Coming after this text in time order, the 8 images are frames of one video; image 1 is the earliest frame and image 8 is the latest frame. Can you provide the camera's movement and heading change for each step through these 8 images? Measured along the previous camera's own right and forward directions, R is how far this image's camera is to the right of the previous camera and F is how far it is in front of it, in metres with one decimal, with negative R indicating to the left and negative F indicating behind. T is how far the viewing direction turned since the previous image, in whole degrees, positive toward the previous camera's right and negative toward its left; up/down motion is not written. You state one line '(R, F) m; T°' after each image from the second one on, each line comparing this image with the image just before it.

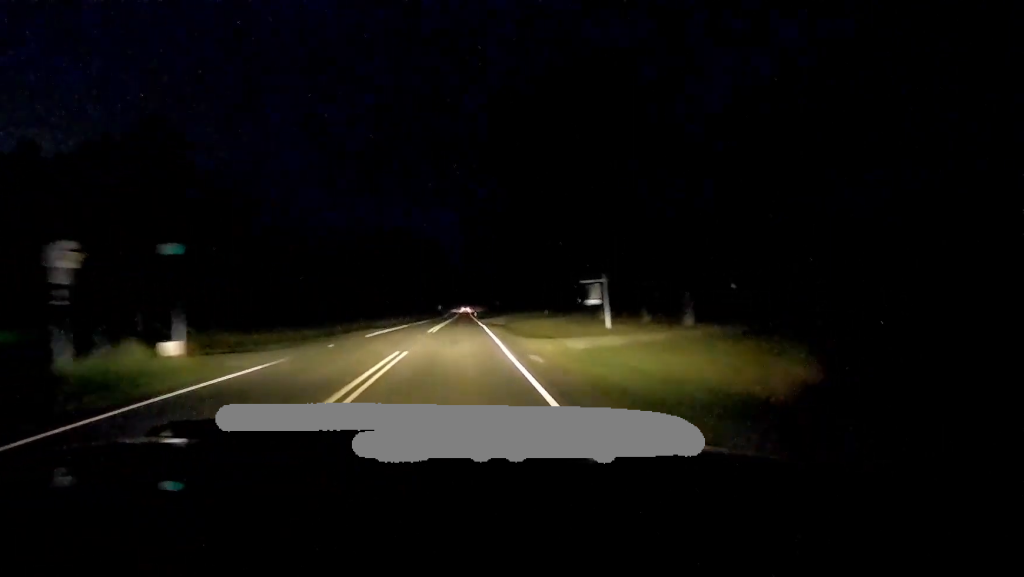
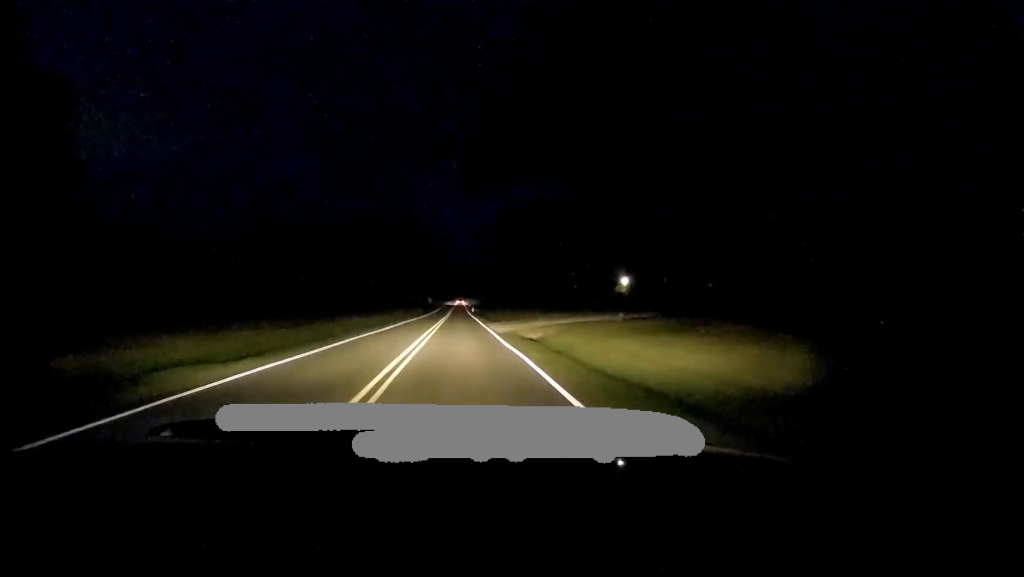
(+0.8, +25.0) m; +1°
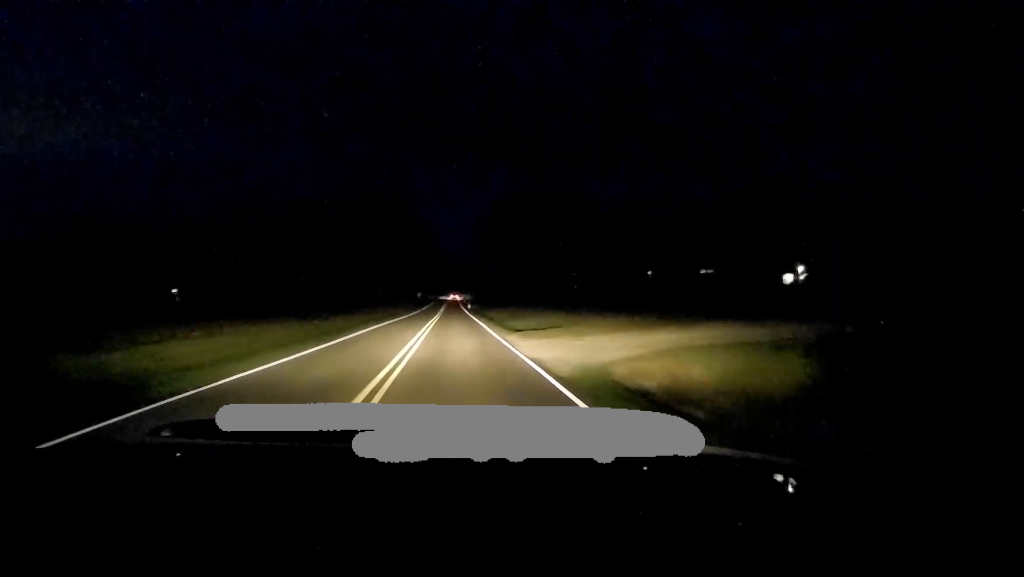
(-0.4, +17.8) m; 0°
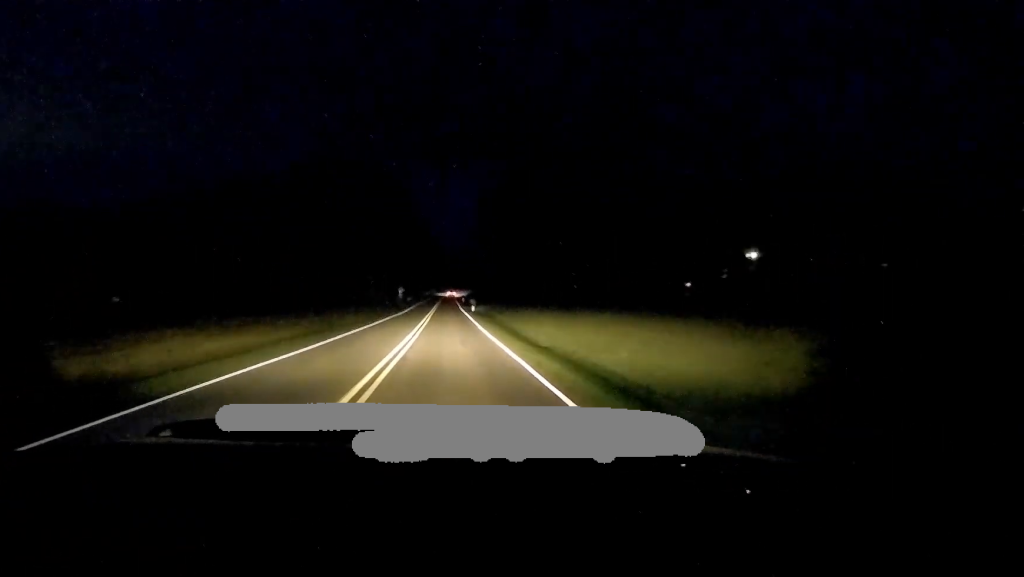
(+0.6, +34.9) m; +2°
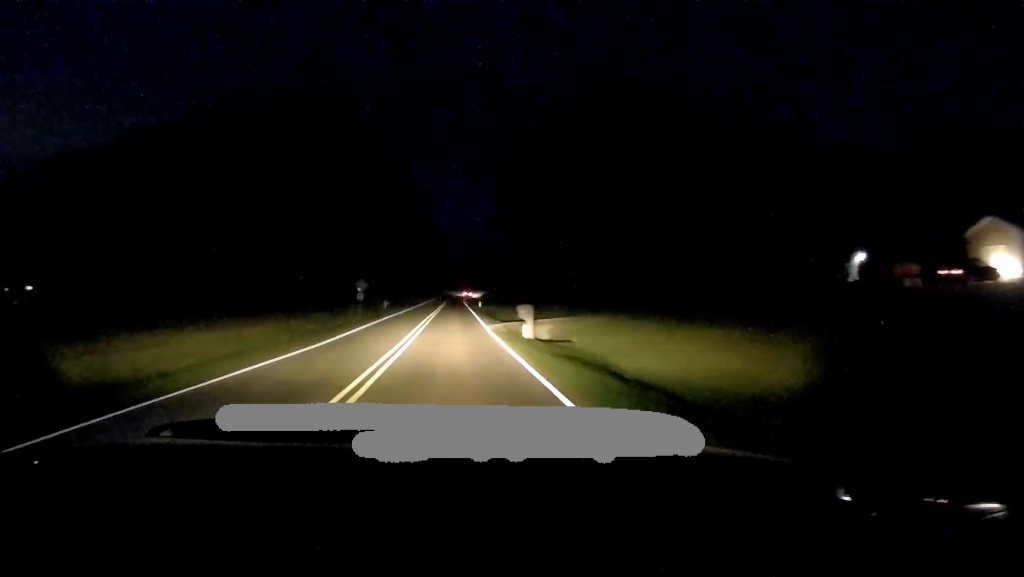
(-0.6, +43.9) m; -1°
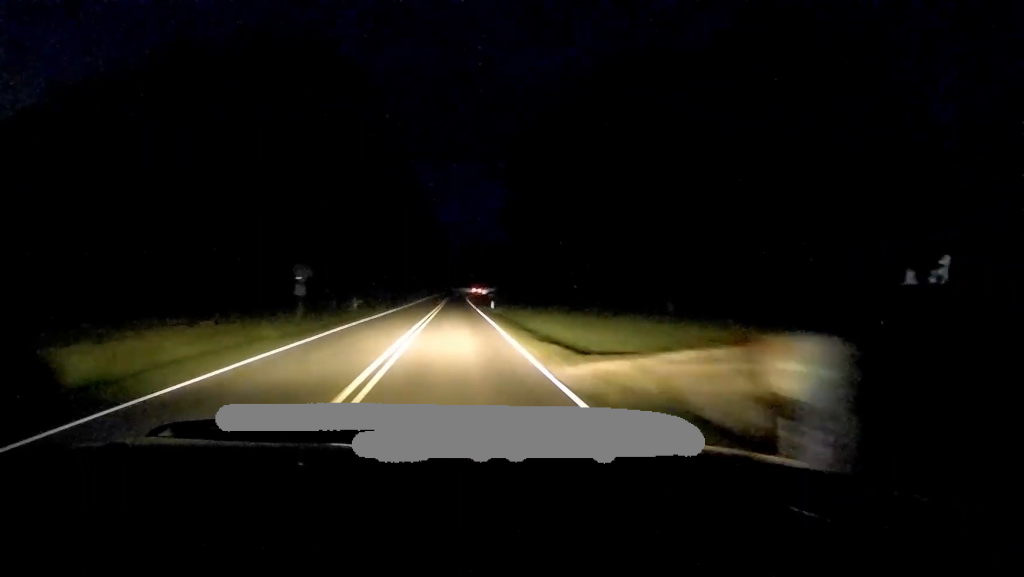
(+0.1, +18.7) m; 0°
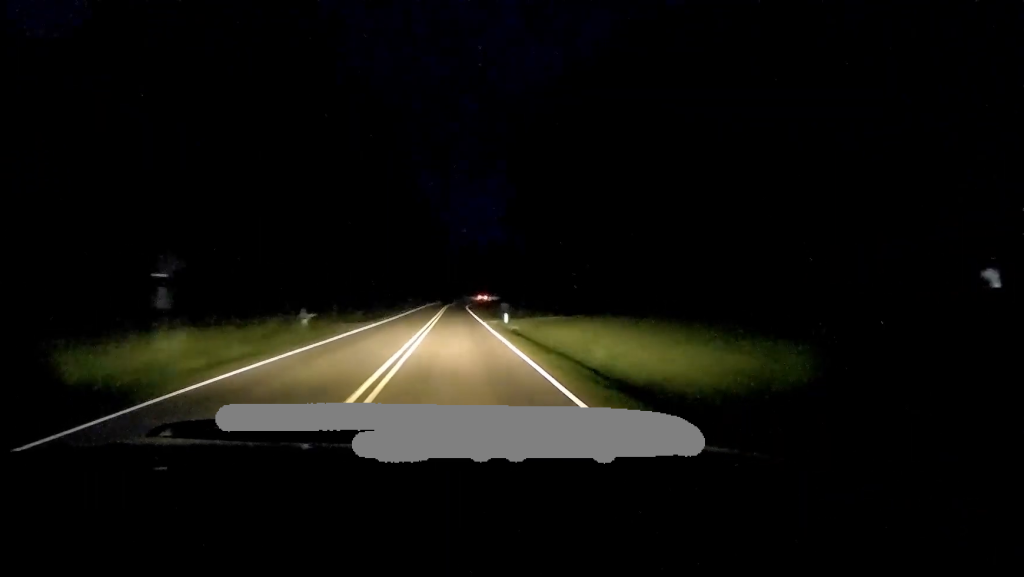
(+0.3, +13.4) m; 0°
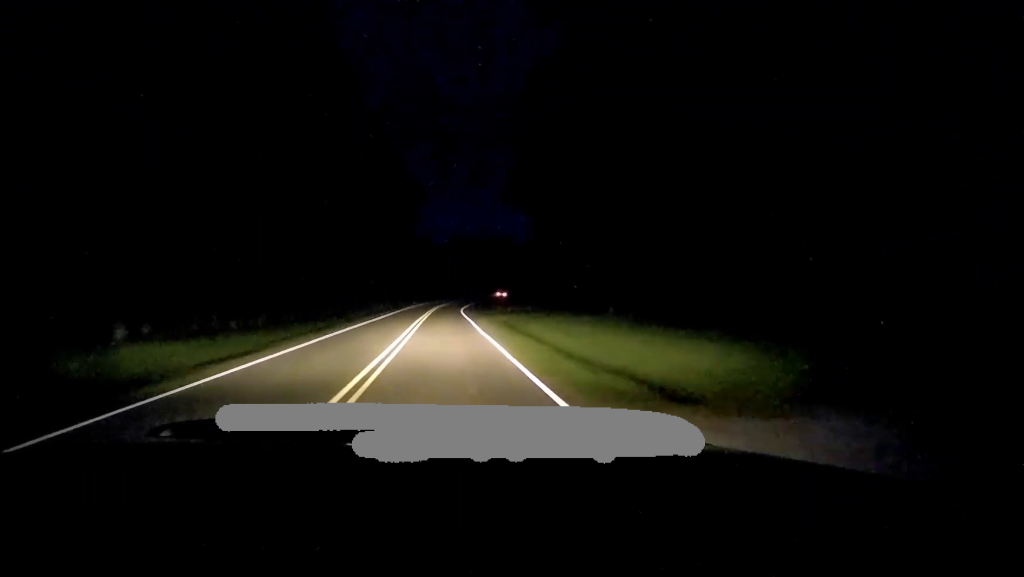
(-0.5, +35.3) m; 0°
